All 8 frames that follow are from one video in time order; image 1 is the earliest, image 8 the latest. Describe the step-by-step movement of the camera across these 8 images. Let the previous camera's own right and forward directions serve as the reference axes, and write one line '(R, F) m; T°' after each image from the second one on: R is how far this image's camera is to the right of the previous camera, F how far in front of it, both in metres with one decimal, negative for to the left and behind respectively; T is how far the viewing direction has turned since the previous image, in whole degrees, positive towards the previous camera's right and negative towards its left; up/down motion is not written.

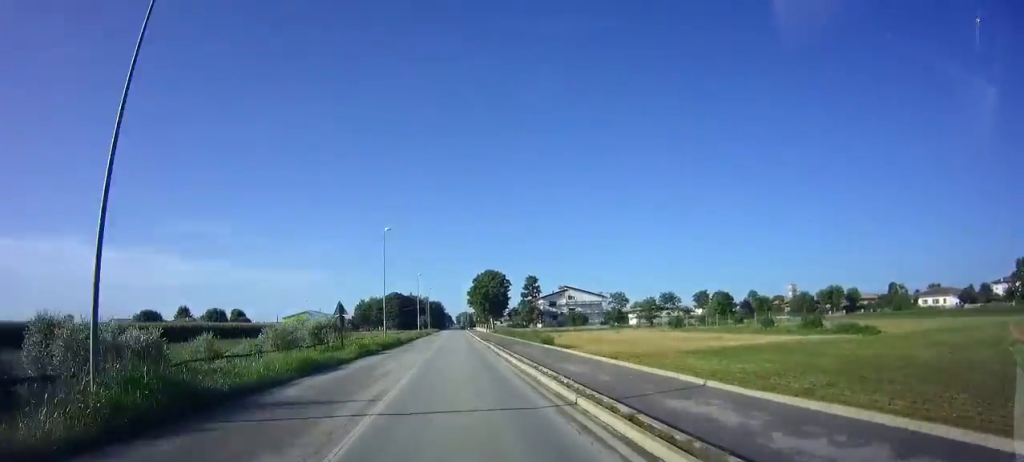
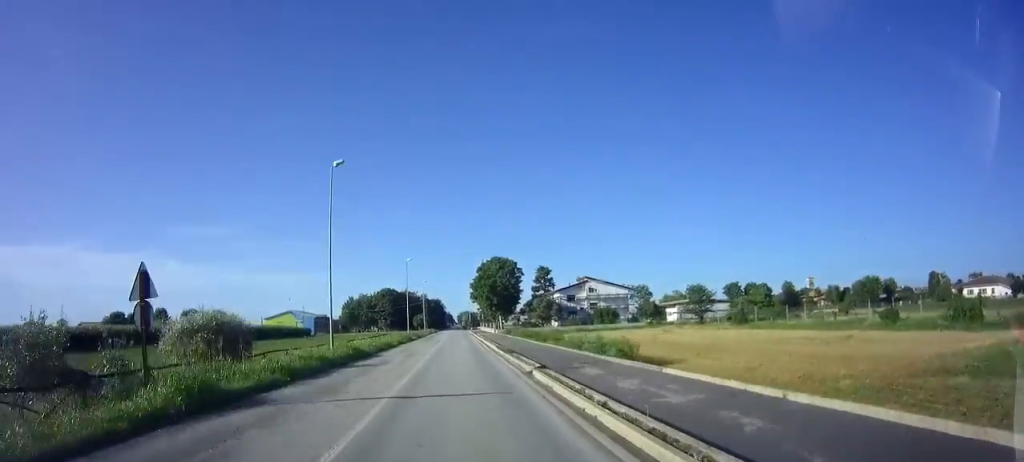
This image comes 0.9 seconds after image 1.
(+0.1, +18.6) m; 0°
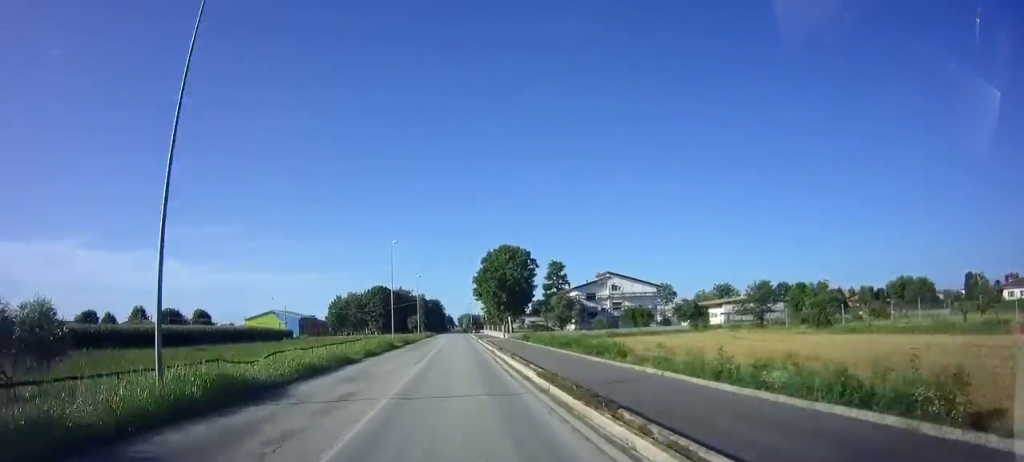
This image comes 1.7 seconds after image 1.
(-0.1, +14.6) m; 0°
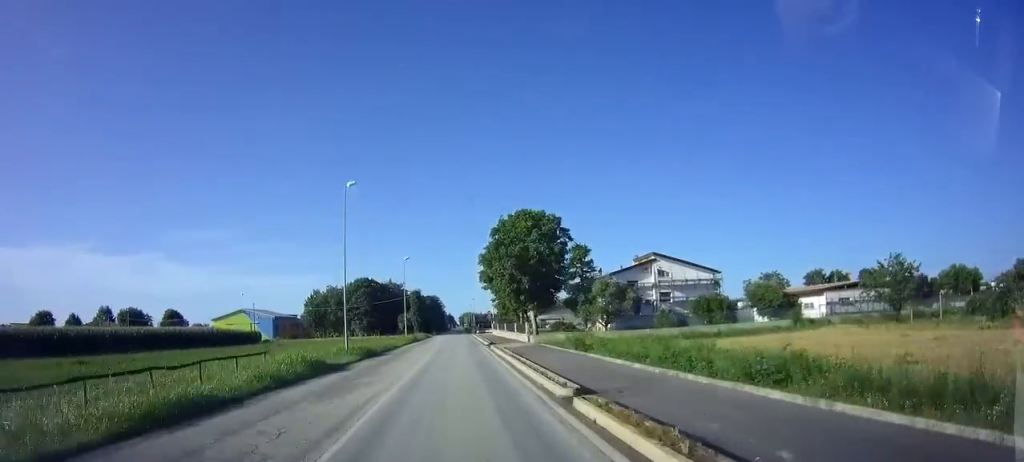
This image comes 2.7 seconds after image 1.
(0.0, +19.9) m; 0°
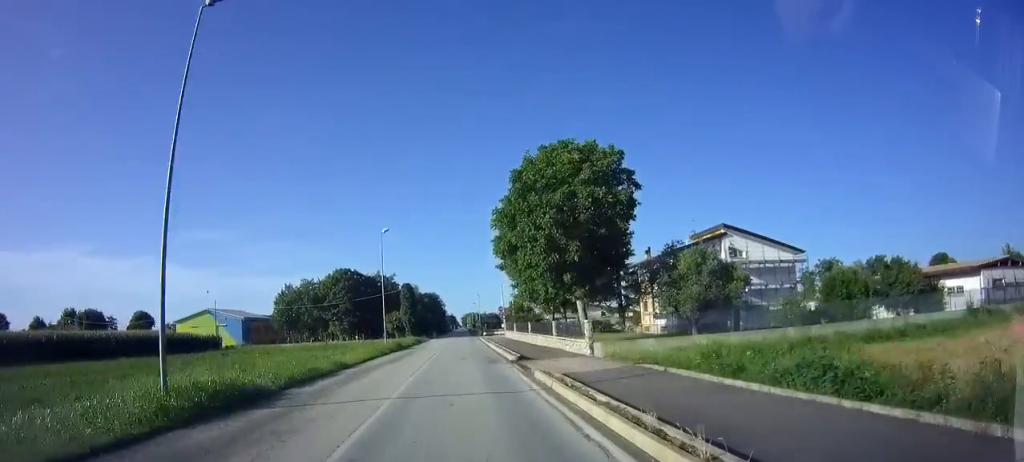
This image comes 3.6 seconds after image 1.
(0.0, +18.5) m; 0°
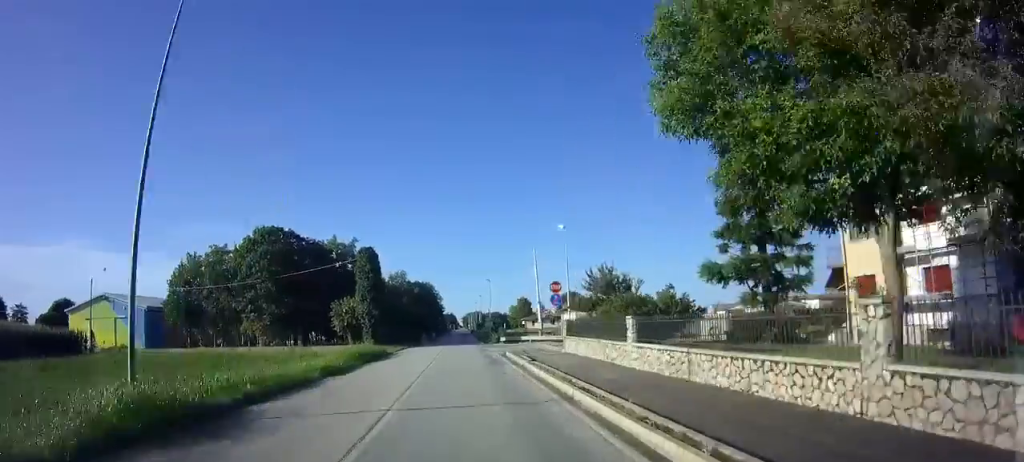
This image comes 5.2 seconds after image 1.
(-0.1, +32.4) m; 0°
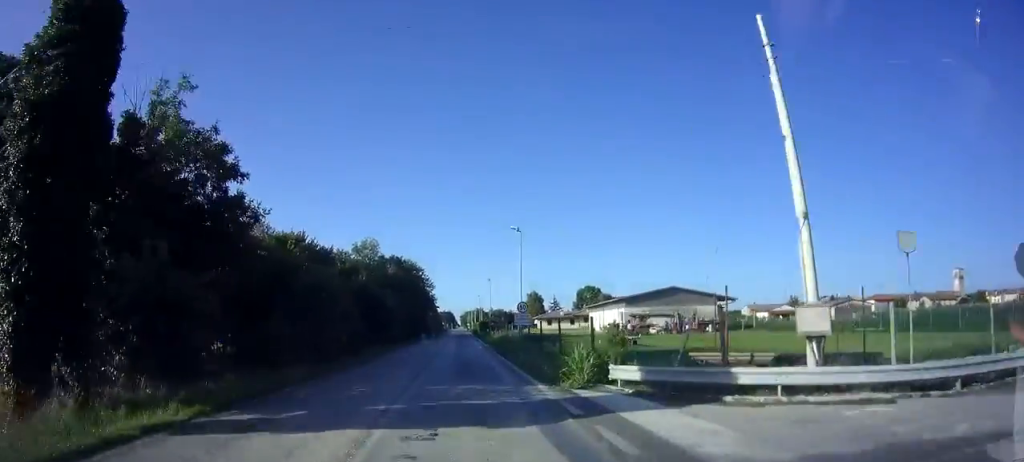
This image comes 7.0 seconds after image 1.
(0.0, +34.5) m; 0°
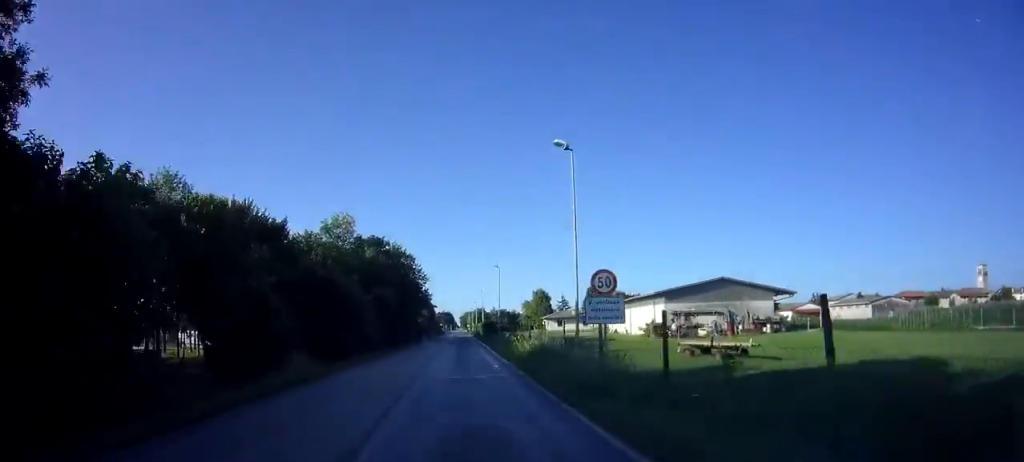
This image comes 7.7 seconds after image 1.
(0.0, +15.3) m; 0°
